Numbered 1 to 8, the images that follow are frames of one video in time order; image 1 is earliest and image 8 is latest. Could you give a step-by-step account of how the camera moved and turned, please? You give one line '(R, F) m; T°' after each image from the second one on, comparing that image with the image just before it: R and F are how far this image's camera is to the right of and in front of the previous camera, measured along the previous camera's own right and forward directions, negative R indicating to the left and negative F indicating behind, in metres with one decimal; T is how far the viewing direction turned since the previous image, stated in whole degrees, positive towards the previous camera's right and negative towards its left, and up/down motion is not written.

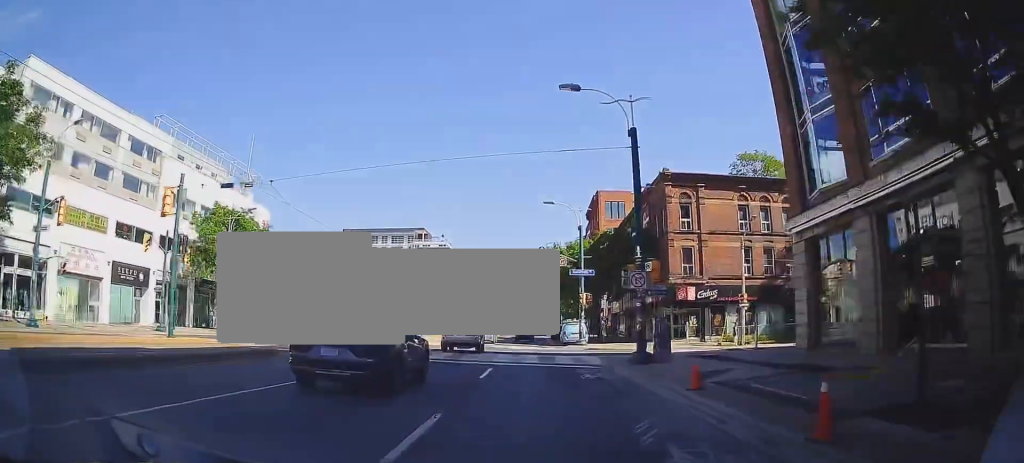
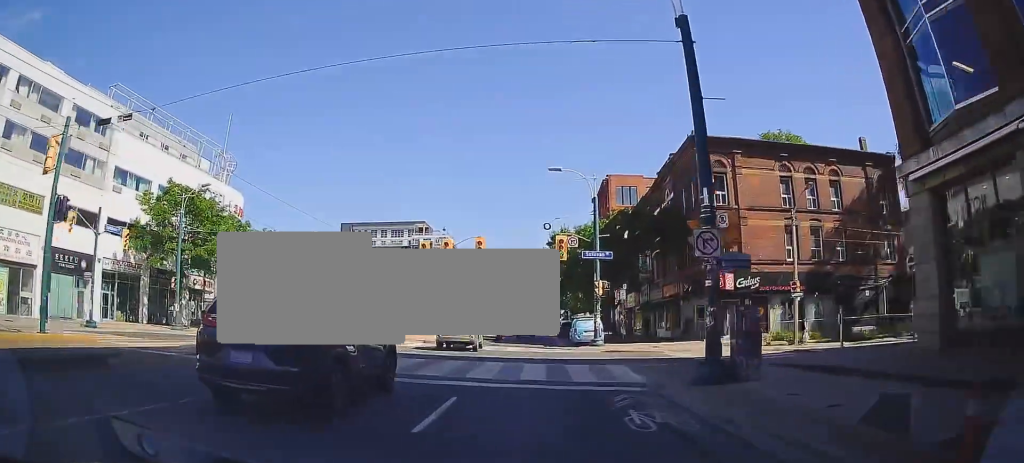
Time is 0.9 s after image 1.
(-0.1, +7.7) m; +1°
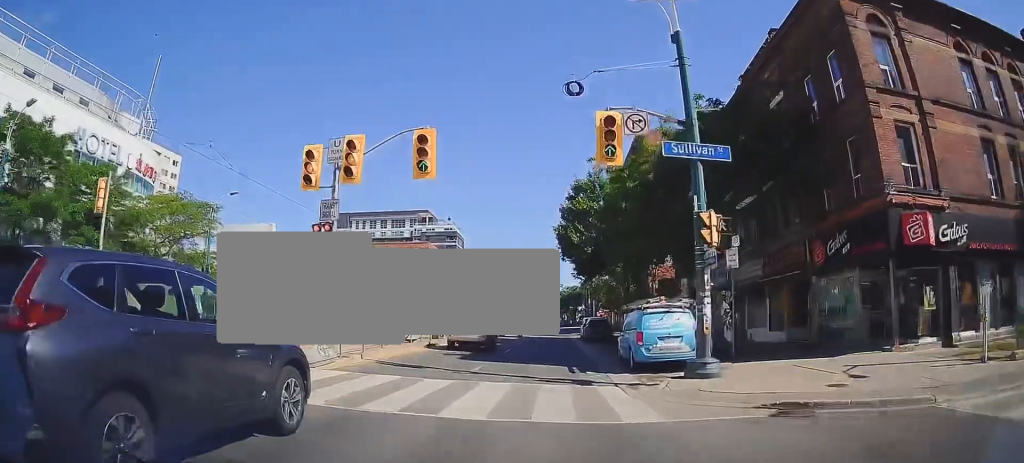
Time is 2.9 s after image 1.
(+1.0, +18.2) m; +6°
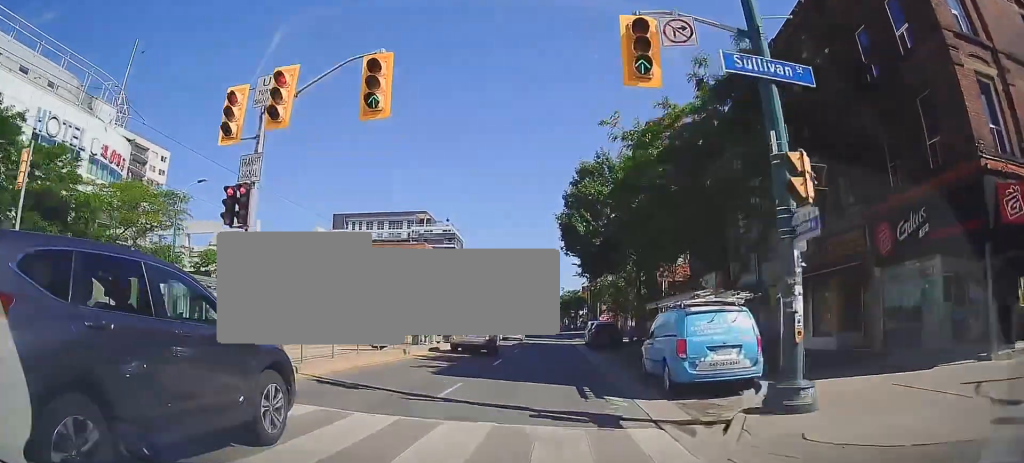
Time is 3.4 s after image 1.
(+0.1, +4.5) m; +1°
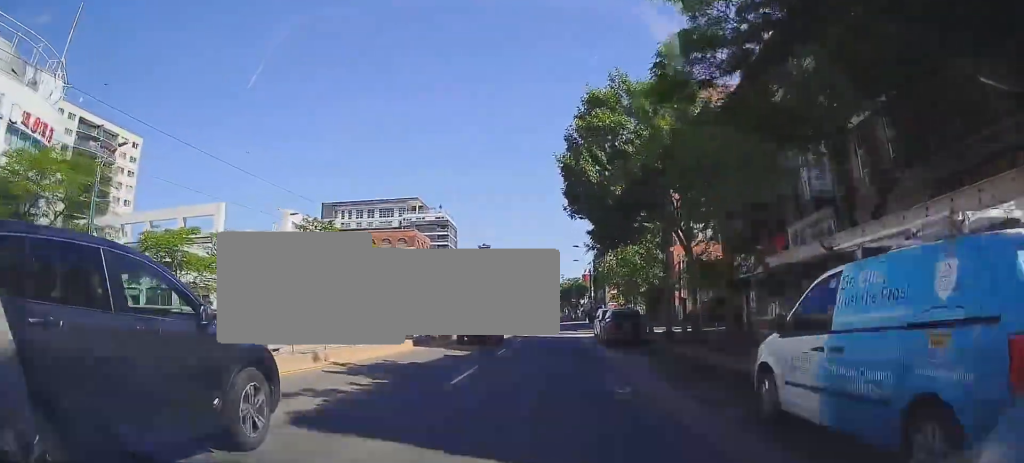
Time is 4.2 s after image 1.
(0.0, +8.6) m; -2°
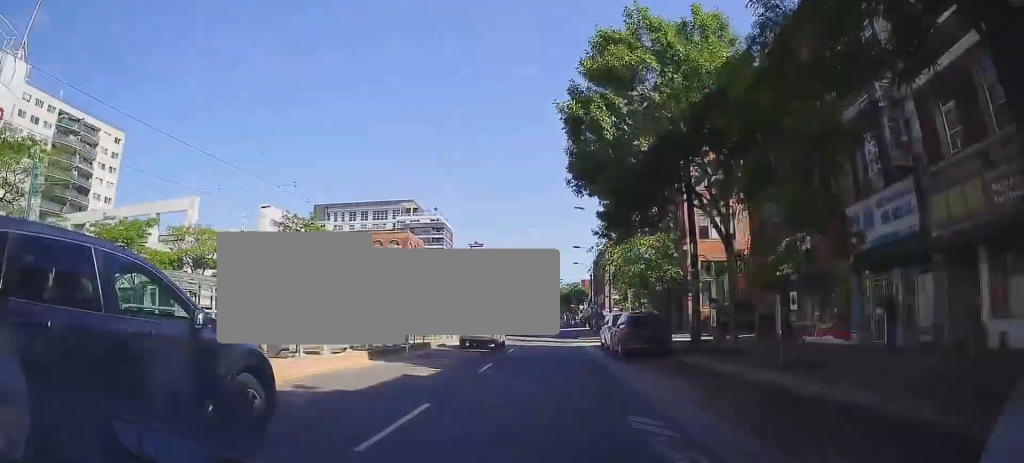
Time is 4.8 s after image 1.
(-0.1, +5.2) m; -1°
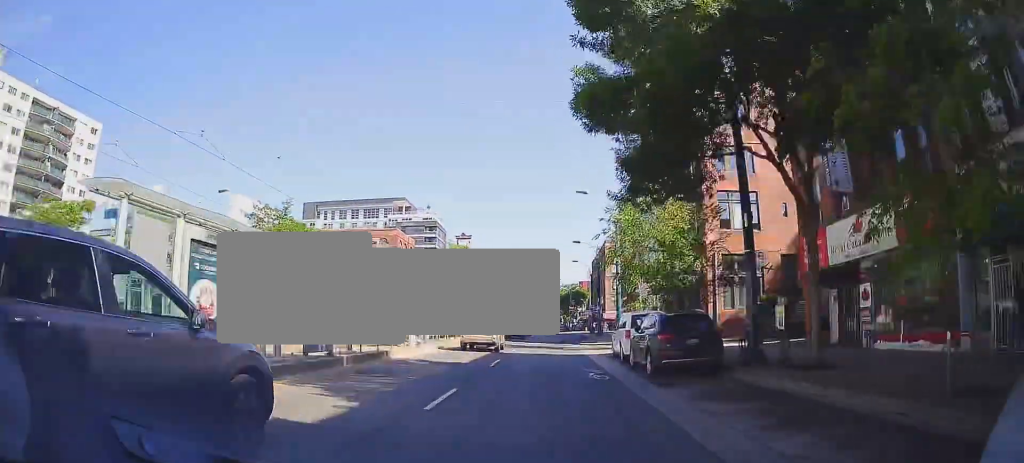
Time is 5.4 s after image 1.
(-0.2, +6.2) m; -2°
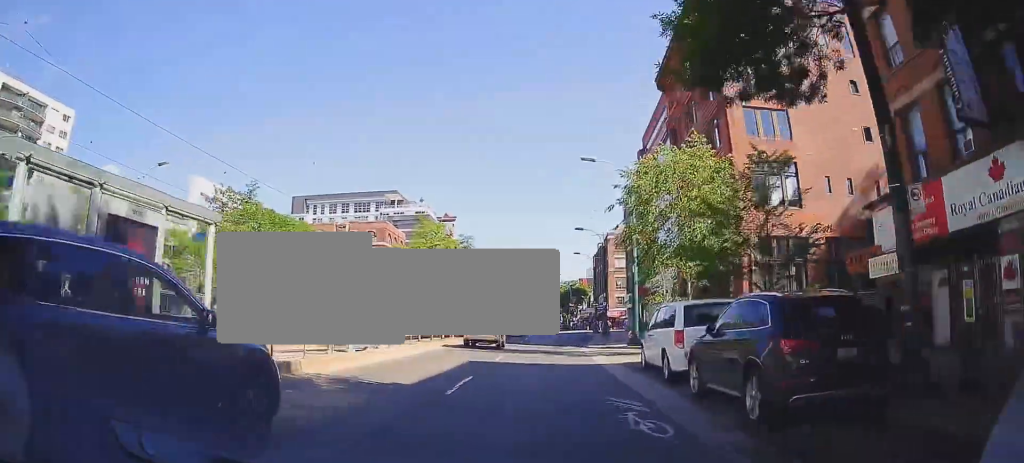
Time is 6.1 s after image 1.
(0.0, +7.1) m; -1°
